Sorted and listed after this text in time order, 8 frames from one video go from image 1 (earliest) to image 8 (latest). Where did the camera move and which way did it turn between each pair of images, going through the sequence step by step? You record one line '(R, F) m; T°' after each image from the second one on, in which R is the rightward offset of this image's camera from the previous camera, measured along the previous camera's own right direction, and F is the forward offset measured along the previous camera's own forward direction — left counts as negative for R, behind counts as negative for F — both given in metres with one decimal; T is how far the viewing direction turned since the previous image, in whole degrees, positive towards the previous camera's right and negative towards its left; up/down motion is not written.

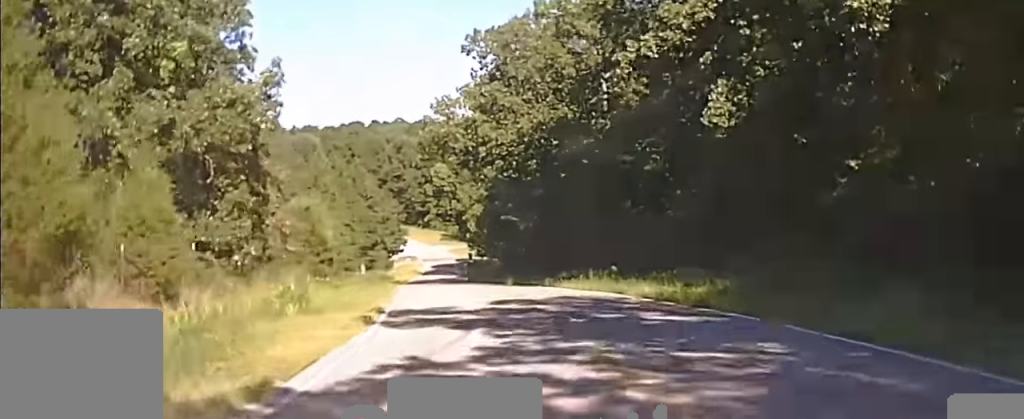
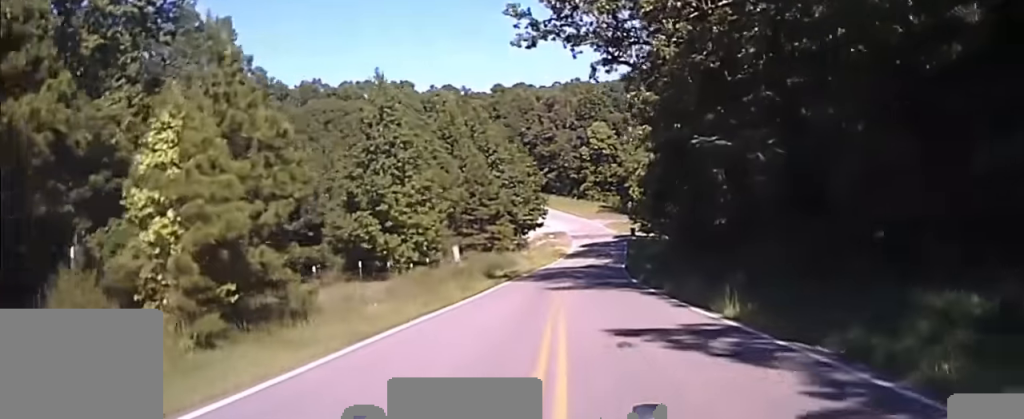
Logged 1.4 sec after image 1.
(-4.4, +32.2) m; -11°
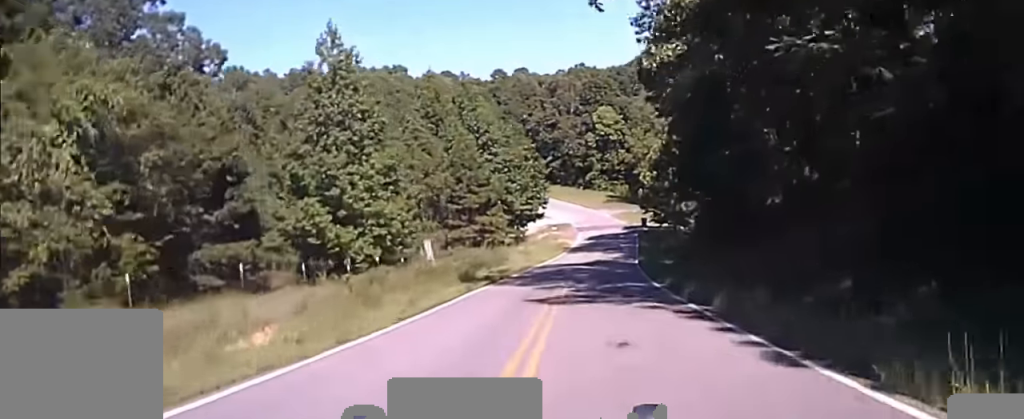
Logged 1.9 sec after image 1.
(-0.2, +8.9) m; -1°
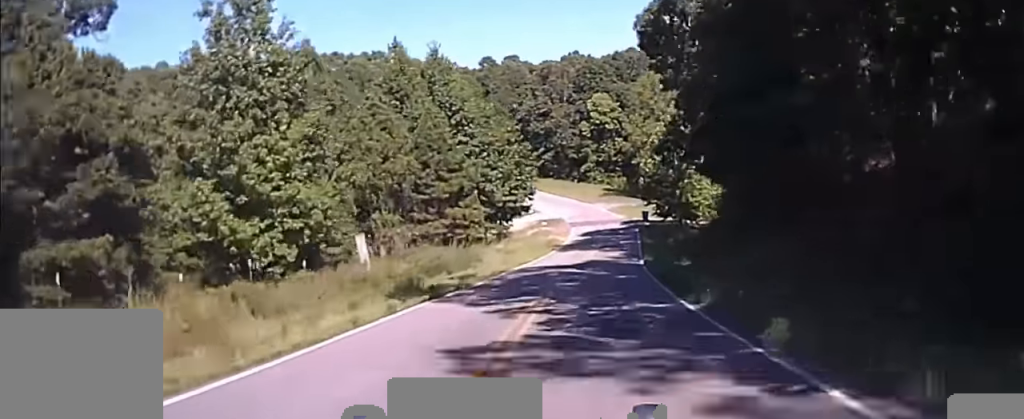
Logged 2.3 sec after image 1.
(-0.1, +8.7) m; 0°
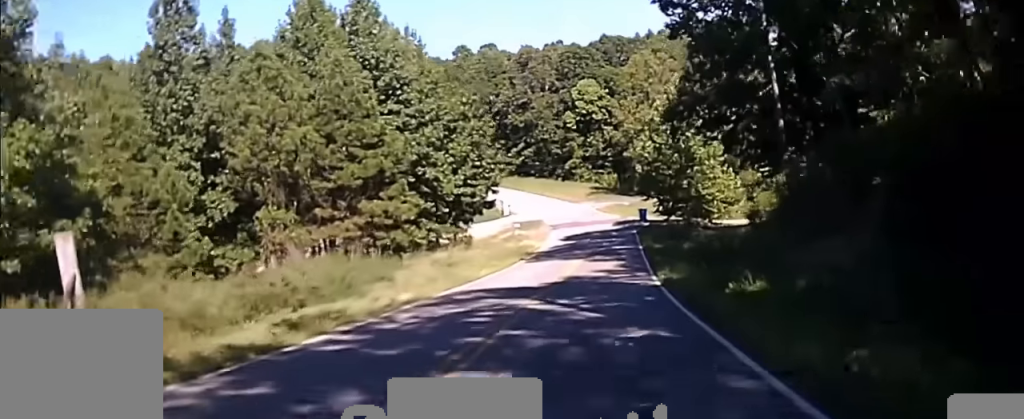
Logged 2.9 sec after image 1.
(0.0, +12.8) m; +1°
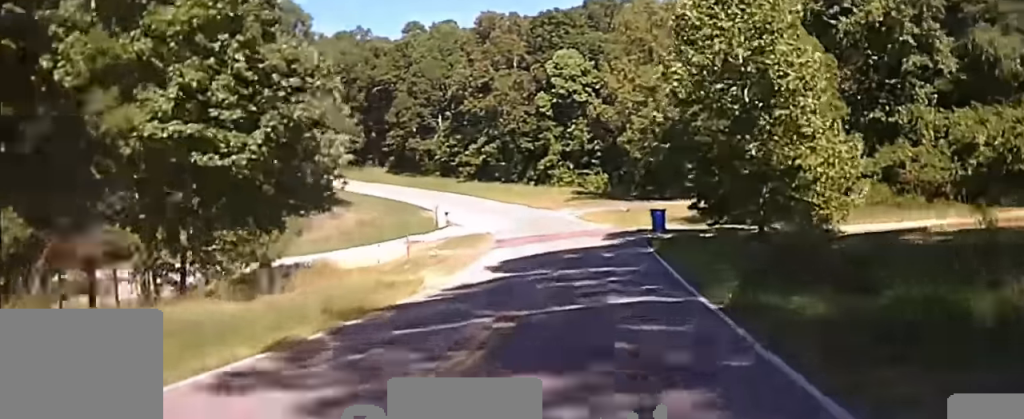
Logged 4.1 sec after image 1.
(+0.7, +29.1) m; +2°
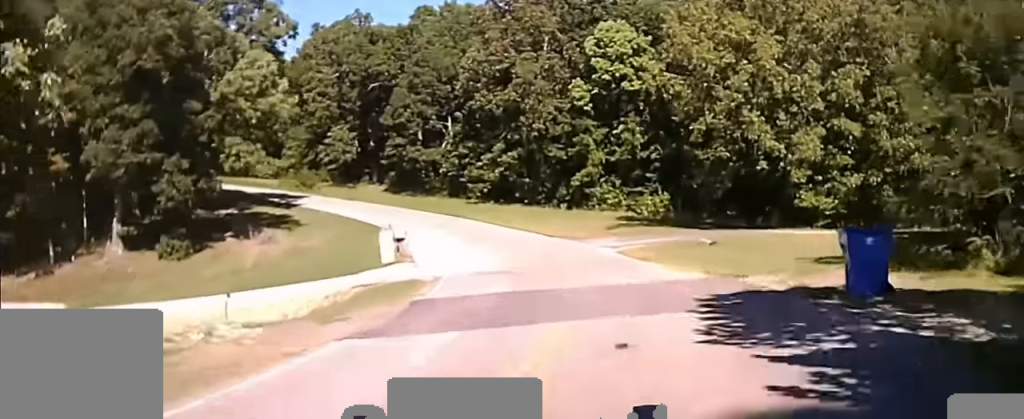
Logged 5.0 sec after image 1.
(+0.3, +30.6) m; -2°
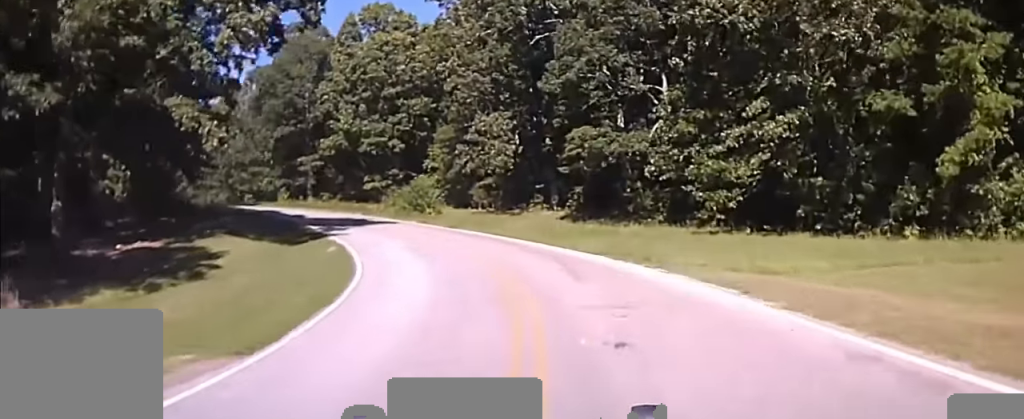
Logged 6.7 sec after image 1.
(-5.2, +52.6) m; -18°
